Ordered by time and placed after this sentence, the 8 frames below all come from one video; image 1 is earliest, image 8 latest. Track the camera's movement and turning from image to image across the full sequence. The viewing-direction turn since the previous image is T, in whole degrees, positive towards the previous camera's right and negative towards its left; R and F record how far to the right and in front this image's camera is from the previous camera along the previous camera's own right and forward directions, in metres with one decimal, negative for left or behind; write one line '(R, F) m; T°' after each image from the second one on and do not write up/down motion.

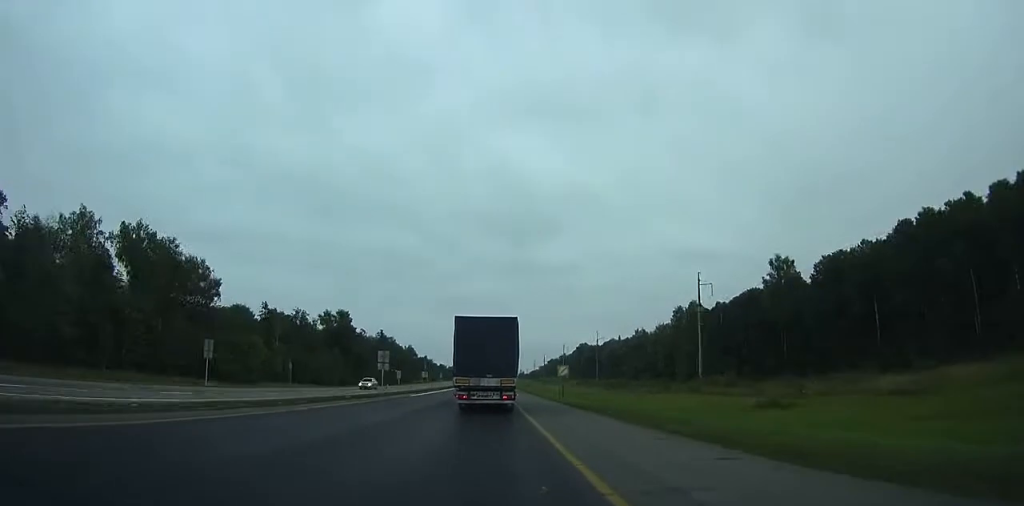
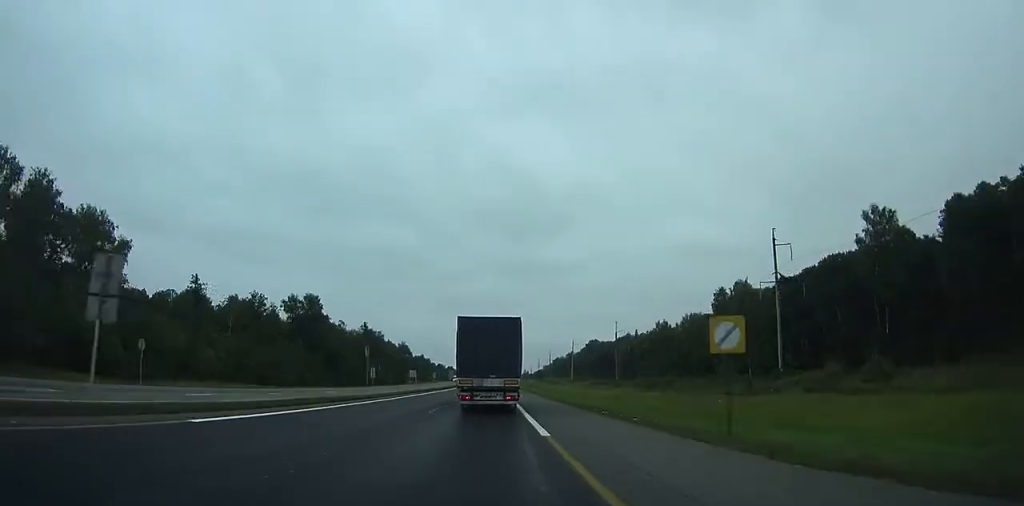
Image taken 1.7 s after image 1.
(-0.8, +33.4) m; -2°
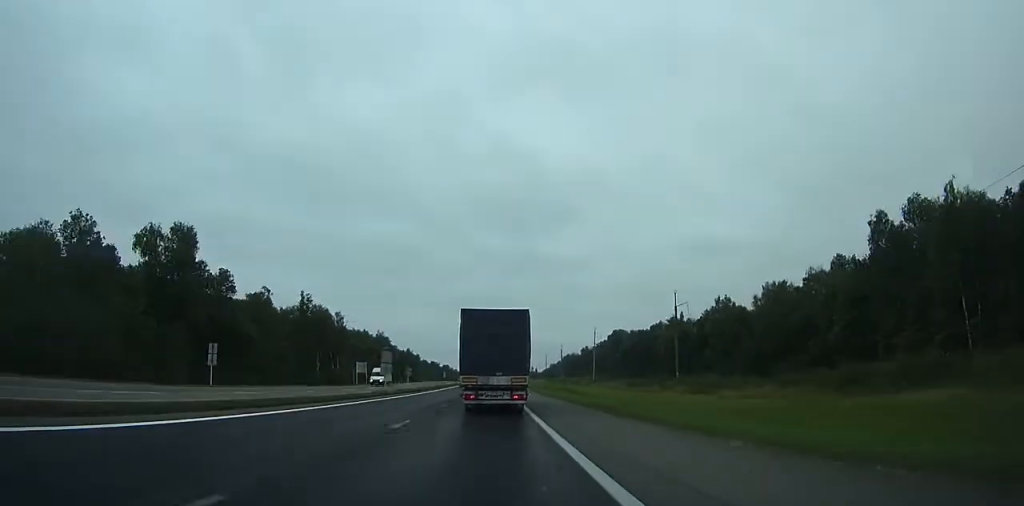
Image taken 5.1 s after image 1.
(-0.8, +68.2) m; -1°
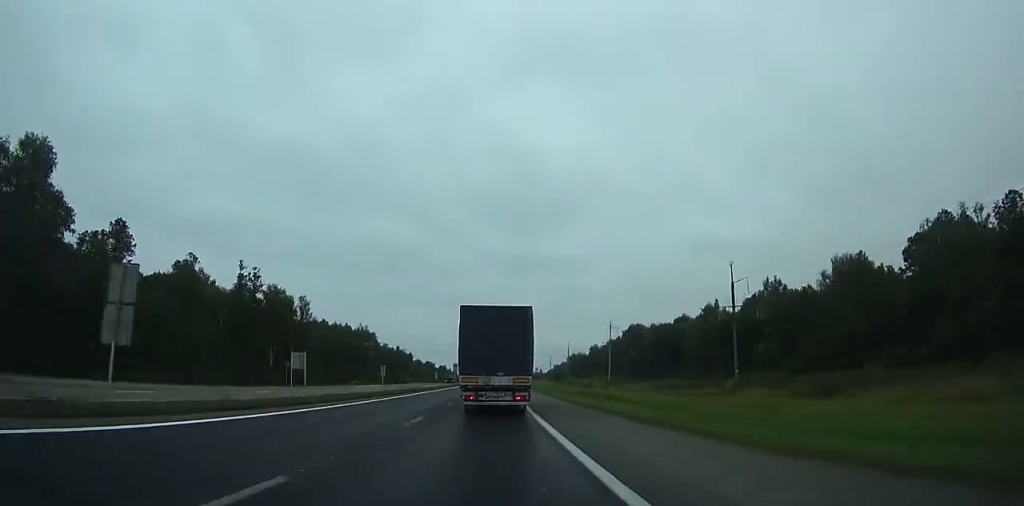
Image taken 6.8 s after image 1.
(+0.1, +34.7) m; 0°
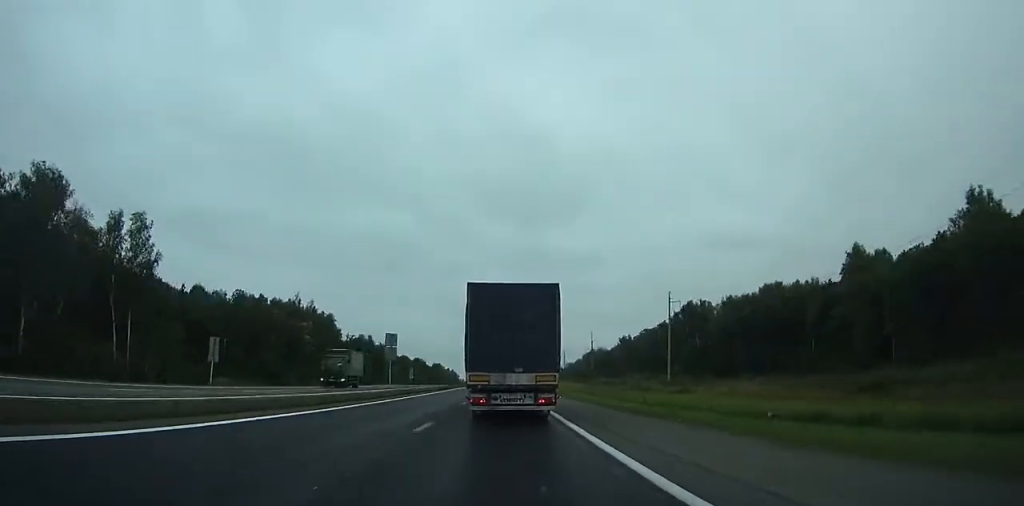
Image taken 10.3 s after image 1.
(-0.2, +72.9) m; -1°
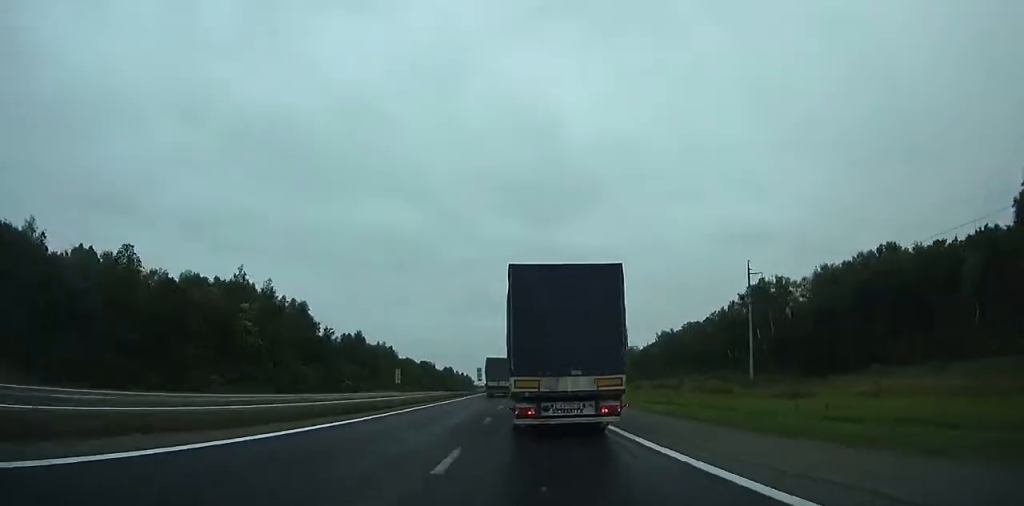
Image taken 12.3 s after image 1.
(-0.5, +42.9) m; -1°
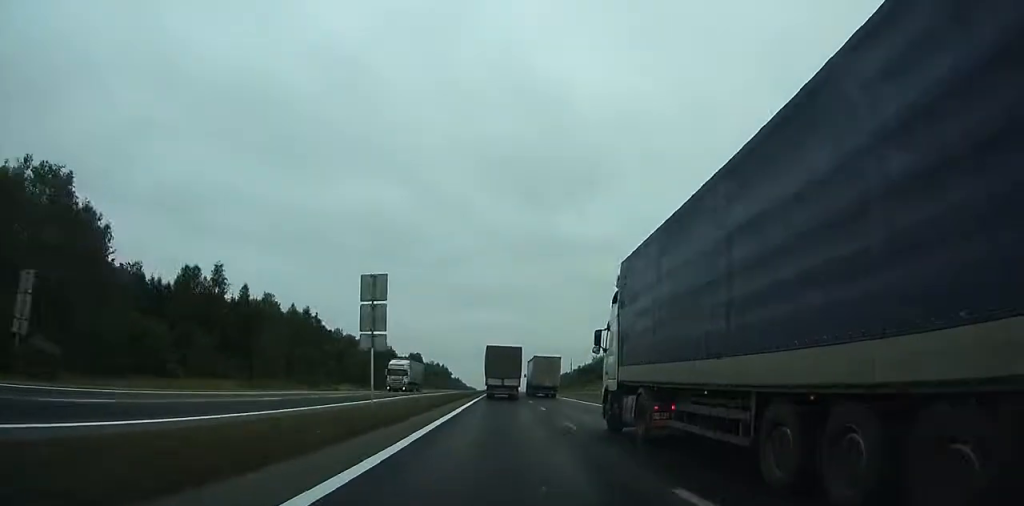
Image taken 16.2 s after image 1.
(-0.7, +85.5) m; 0°
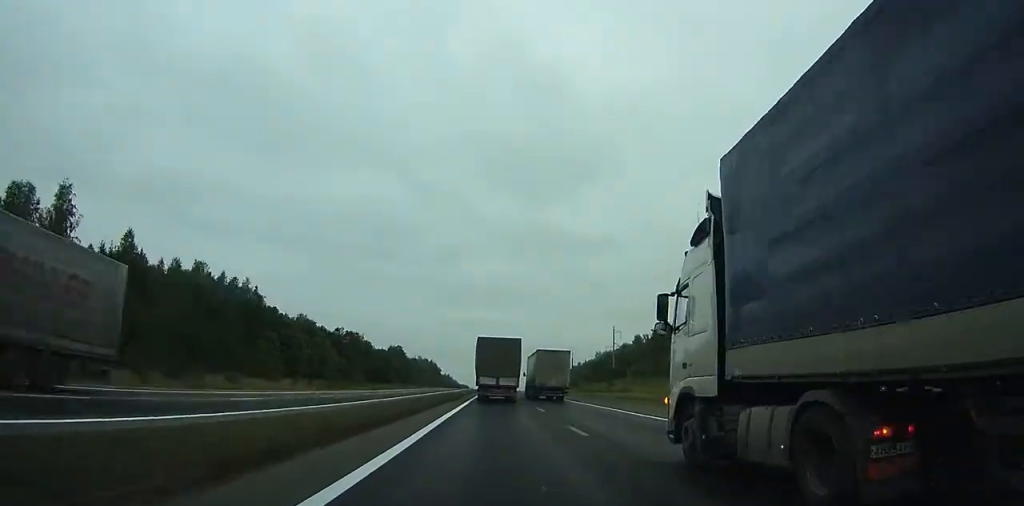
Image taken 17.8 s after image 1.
(+0.5, +35.3) m; +1°
